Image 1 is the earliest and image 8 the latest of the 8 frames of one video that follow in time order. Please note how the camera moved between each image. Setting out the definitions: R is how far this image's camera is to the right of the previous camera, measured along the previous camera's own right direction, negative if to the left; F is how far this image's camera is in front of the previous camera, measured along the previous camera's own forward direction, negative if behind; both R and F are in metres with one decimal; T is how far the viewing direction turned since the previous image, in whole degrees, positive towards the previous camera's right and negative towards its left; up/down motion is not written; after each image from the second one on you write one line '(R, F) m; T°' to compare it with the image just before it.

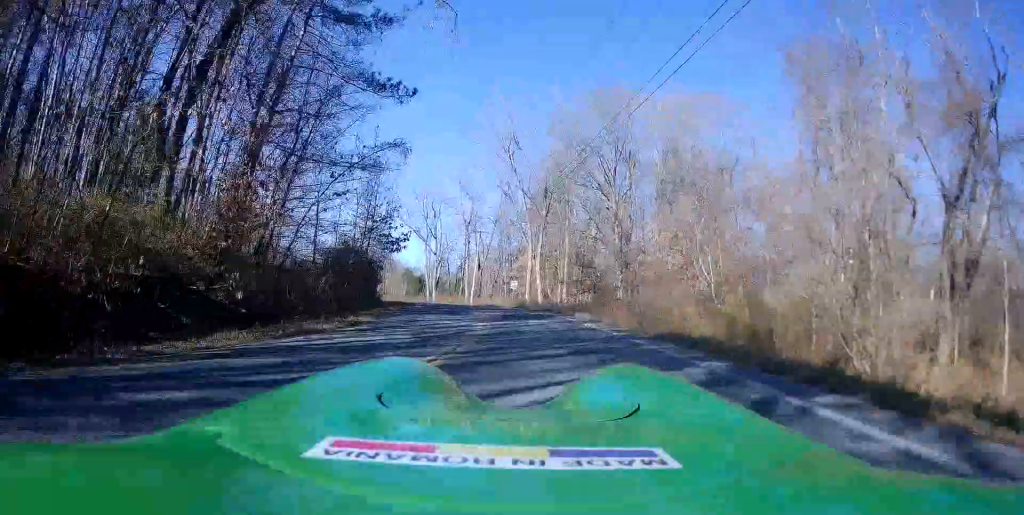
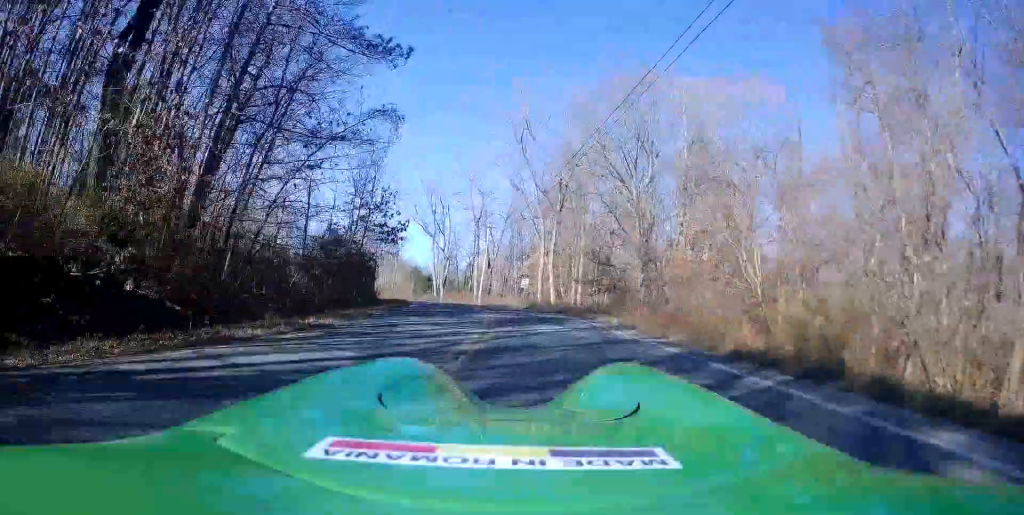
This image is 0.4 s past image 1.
(-0.2, +5.2) m; +2°
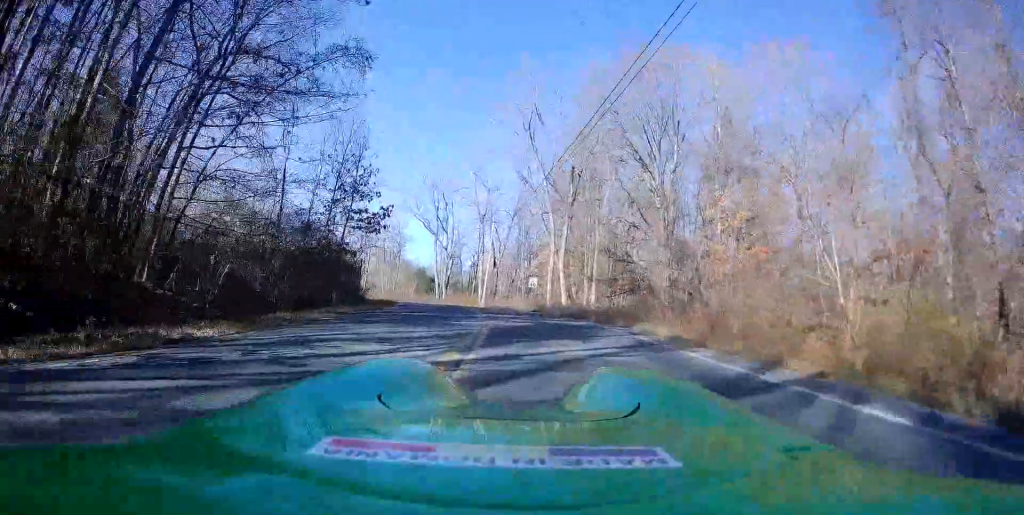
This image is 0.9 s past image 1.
(+0.2, +5.7) m; 0°
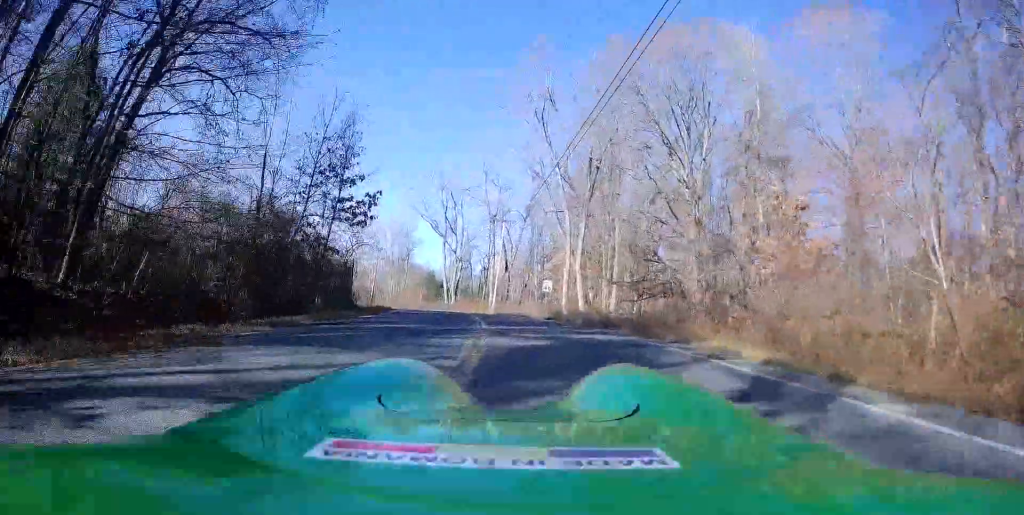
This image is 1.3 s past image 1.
(+0.6, +4.4) m; -2°
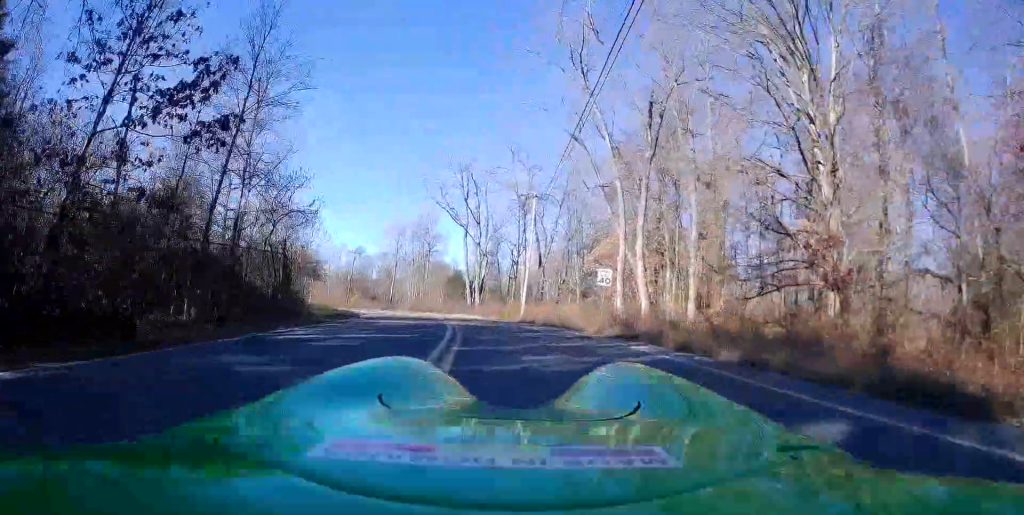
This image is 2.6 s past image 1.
(-1.6, +12.0) m; -17°
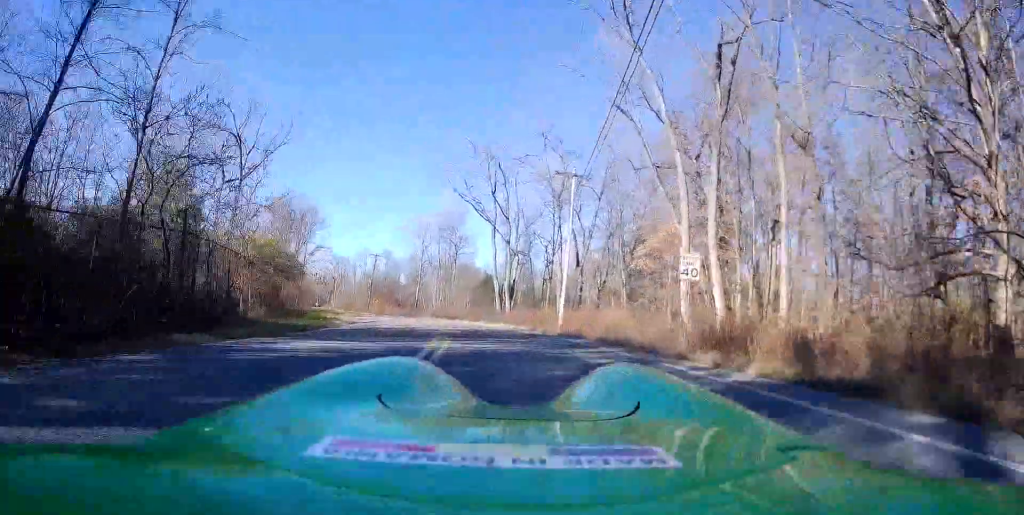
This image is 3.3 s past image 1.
(-0.6, +9.3) m; -3°
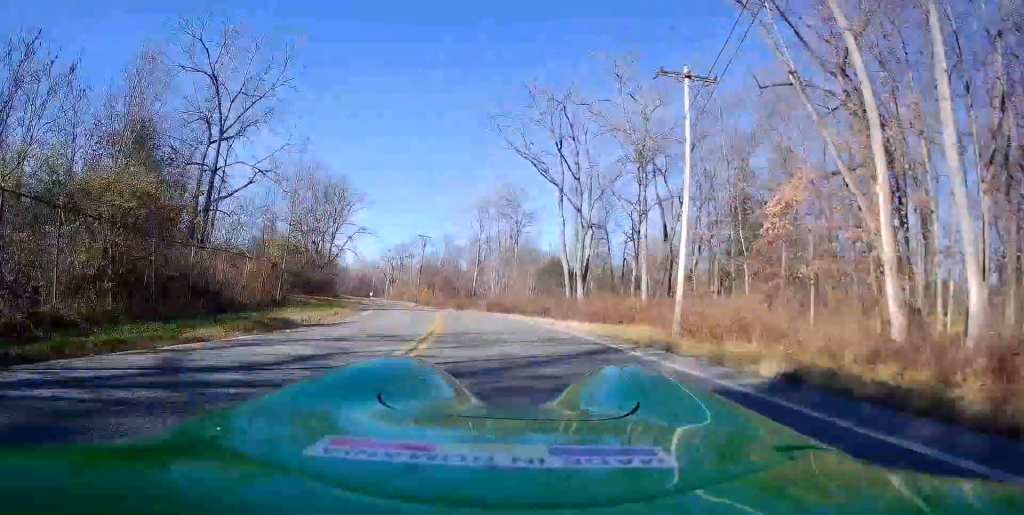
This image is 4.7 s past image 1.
(-0.6, +19.9) m; -4°
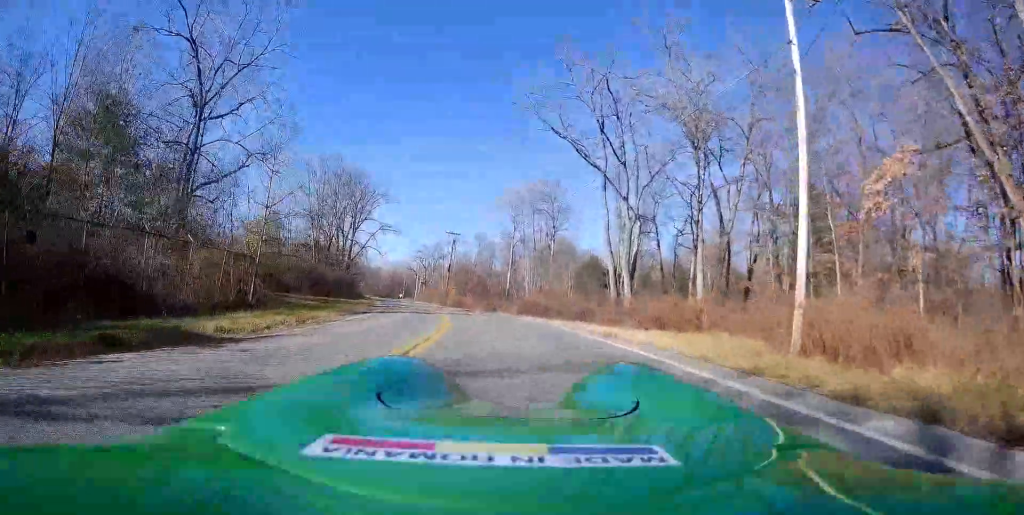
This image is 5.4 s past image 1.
(-0.4, +9.6) m; -2°
